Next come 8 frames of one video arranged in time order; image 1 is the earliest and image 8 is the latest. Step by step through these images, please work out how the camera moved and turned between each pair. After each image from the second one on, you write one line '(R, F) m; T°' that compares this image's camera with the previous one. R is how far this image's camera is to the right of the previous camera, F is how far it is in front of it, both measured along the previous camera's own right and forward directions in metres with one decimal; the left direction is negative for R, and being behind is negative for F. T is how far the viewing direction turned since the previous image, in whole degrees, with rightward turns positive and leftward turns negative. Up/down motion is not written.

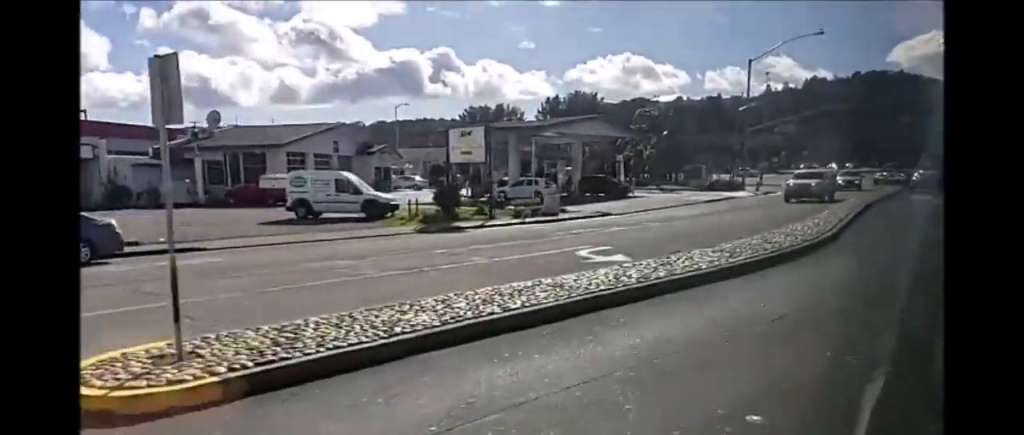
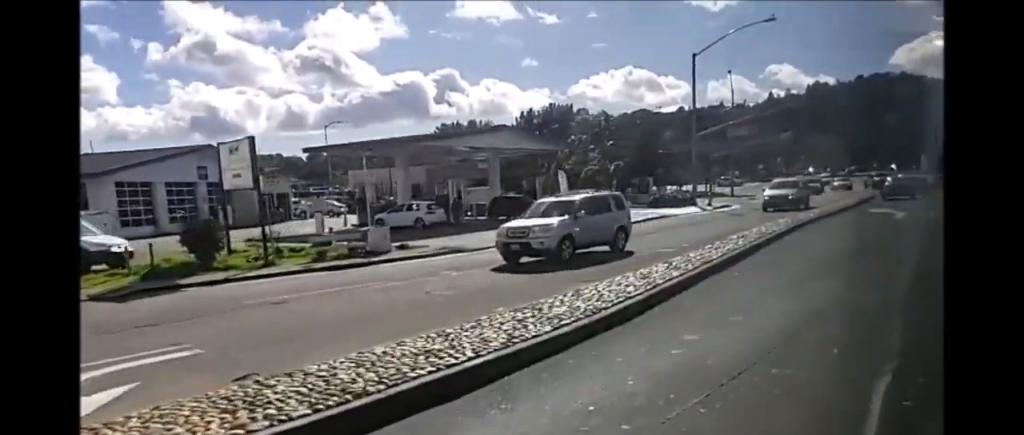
(+0.1, +11.2) m; -1°
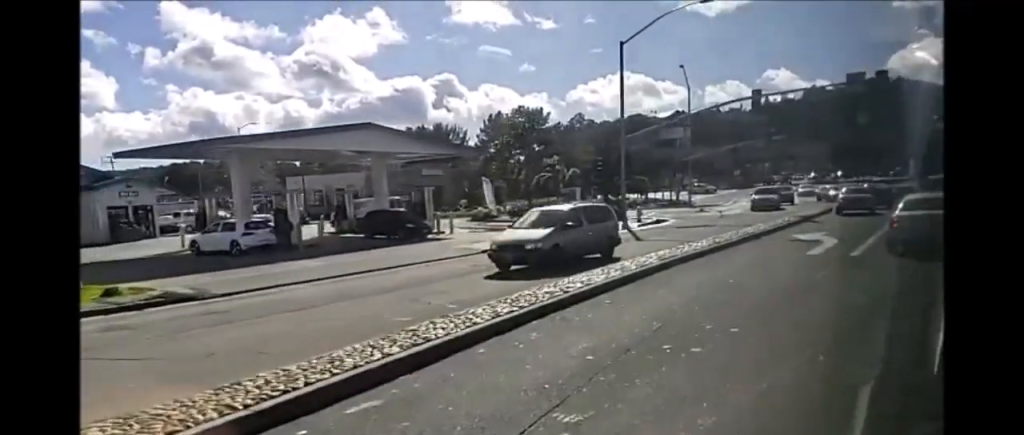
(-0.2, +9.9) m; -1°
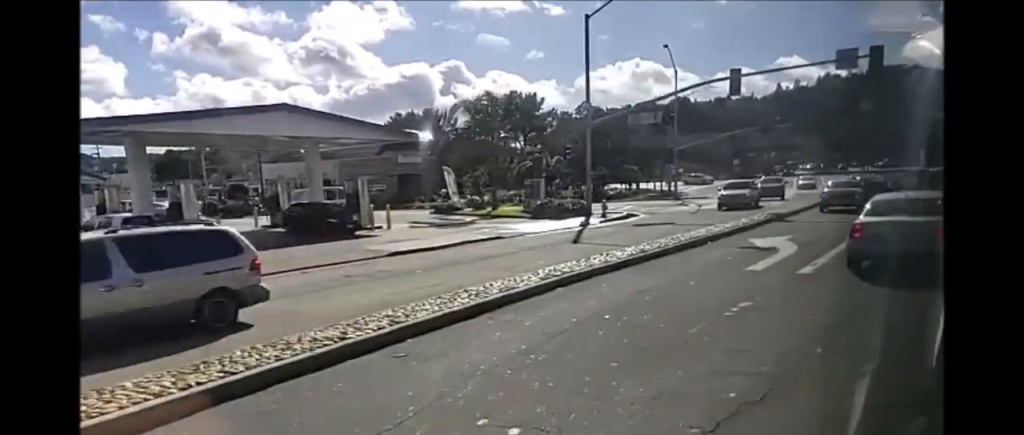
(0.0, +5.3) m; 0°
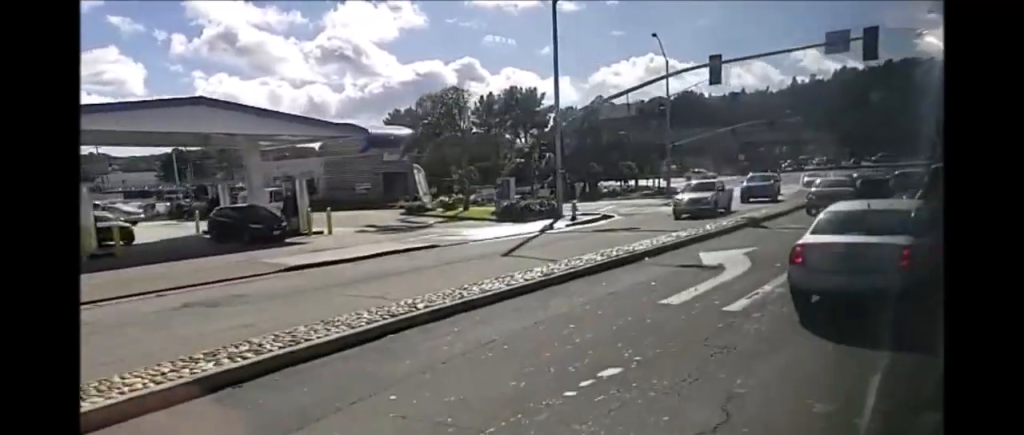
(0.0, +4.1) m; -1°
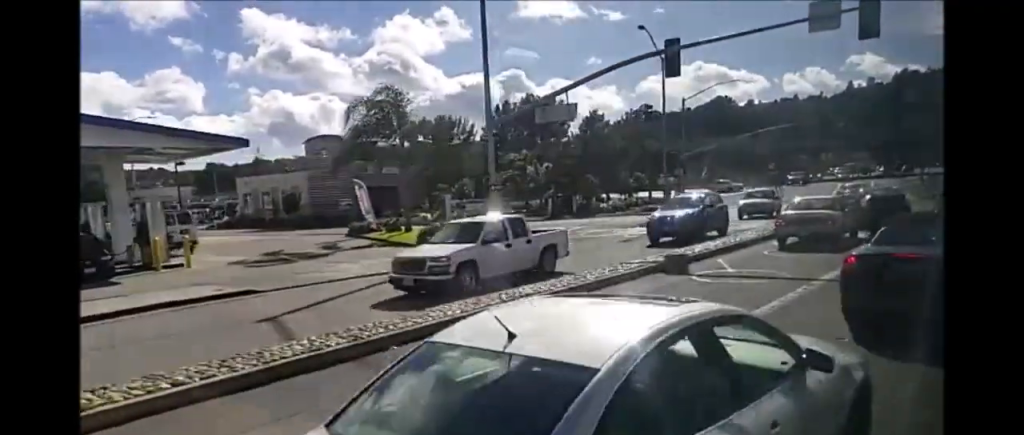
(-0.2, +9.1) m; -5°
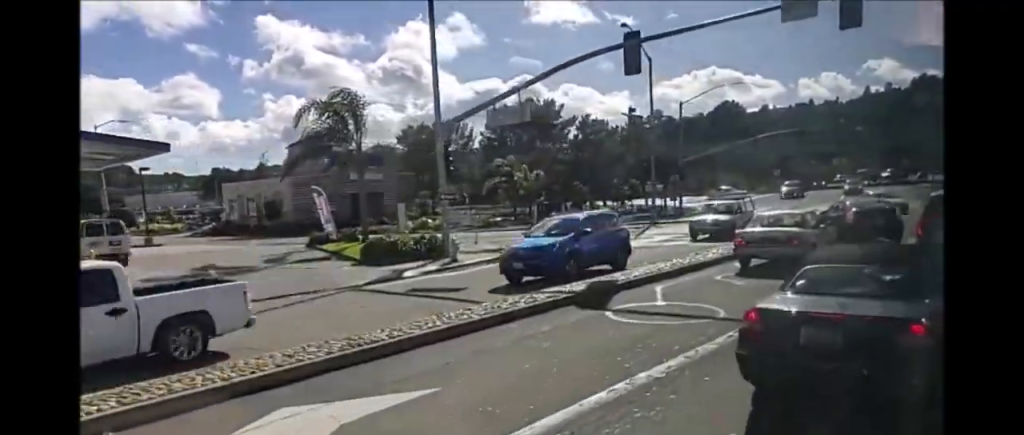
(-0.3, +4.0) m; -3°
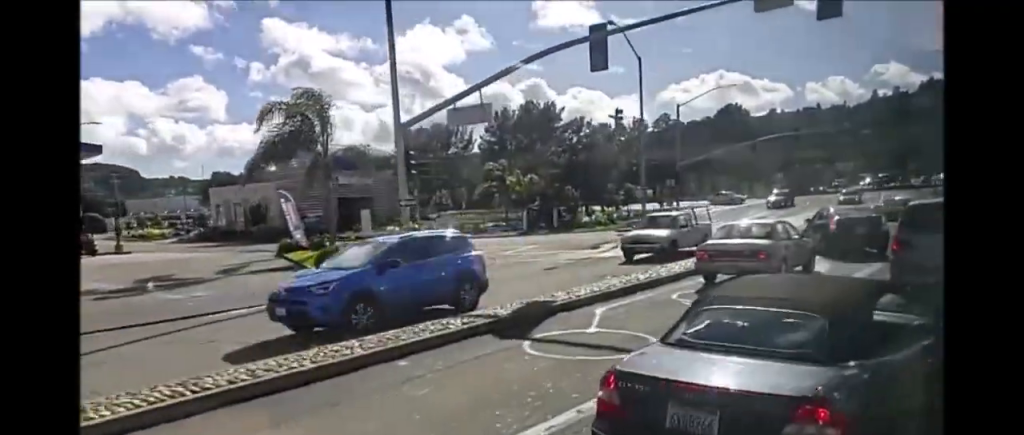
(-0.1, +2.9) m; -1°
